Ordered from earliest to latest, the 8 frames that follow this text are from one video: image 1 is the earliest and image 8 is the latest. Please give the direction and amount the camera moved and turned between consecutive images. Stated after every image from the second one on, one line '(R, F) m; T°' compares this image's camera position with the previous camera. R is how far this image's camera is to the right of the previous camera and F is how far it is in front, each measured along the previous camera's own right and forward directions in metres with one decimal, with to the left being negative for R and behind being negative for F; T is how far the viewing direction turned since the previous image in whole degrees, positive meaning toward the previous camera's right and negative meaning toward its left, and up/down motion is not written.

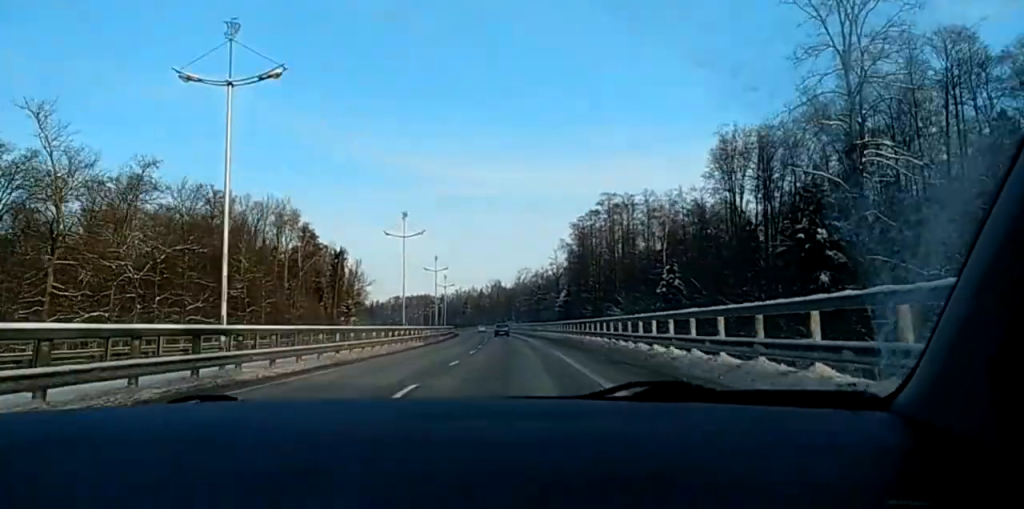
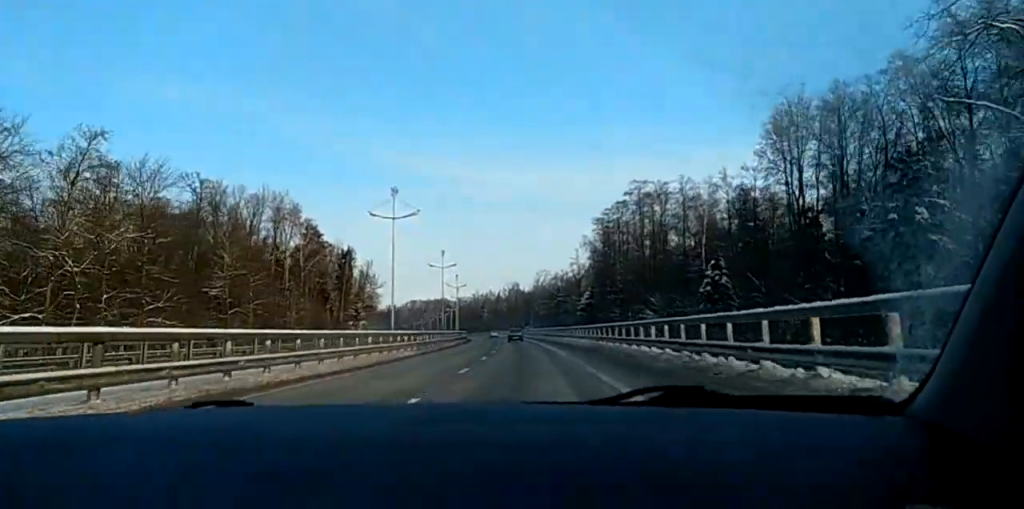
(-0.2, +14.5) m; -1°
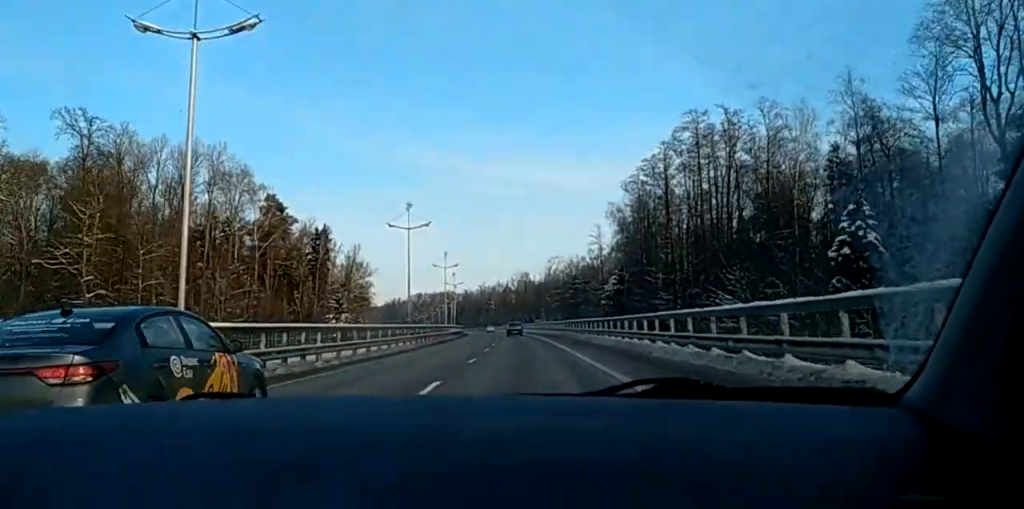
(-0.5, +34.4) m; -1°
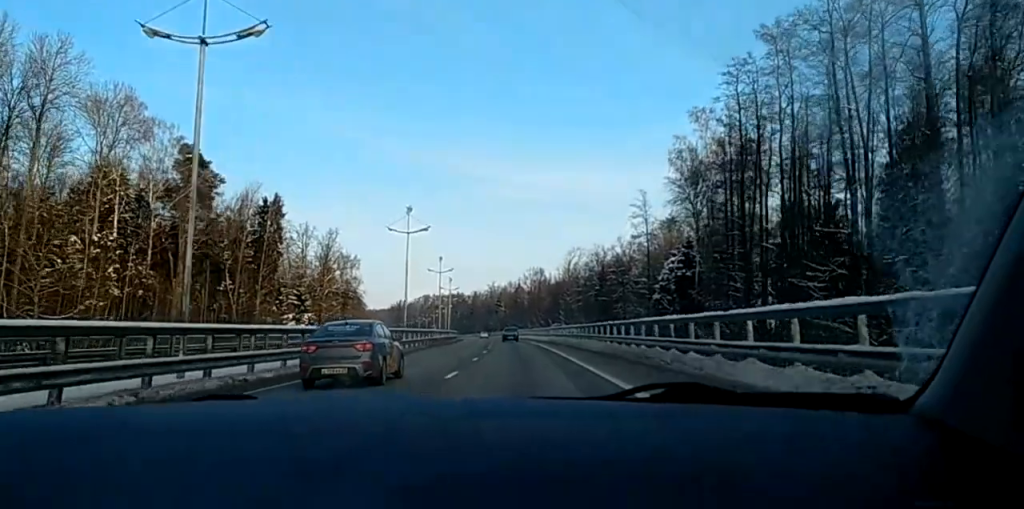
(0.0, +42.9) m; 0°
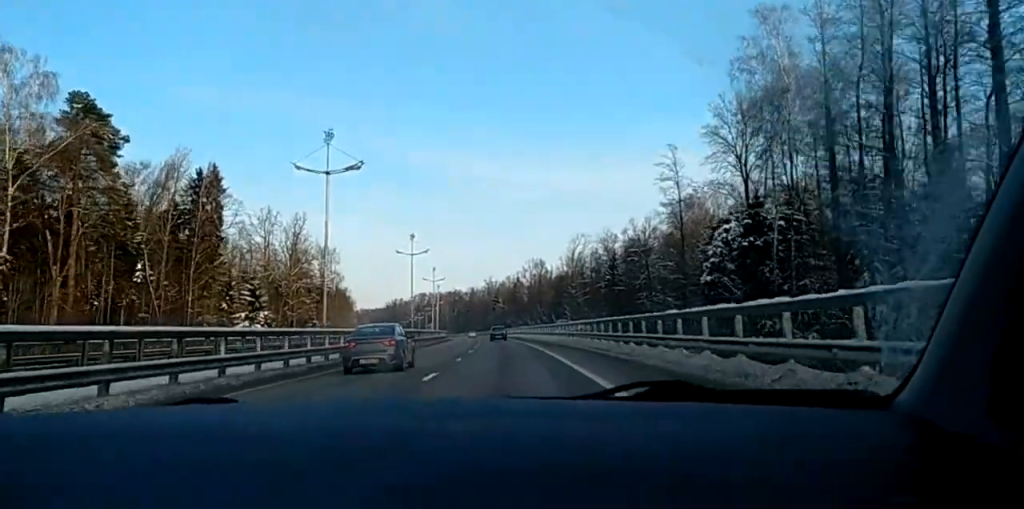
(0.0, +25.2) m; -1°
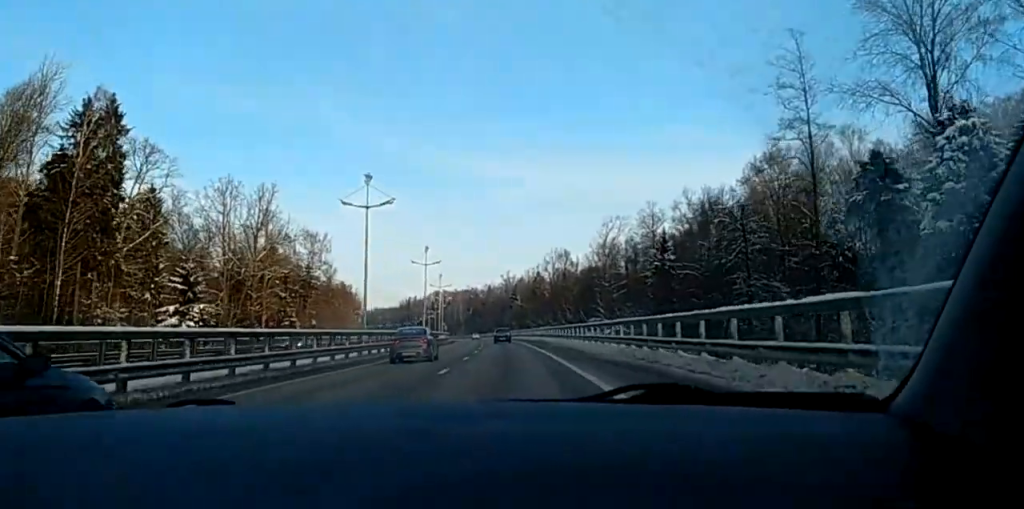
(-0.6, +33.4) m; -2°
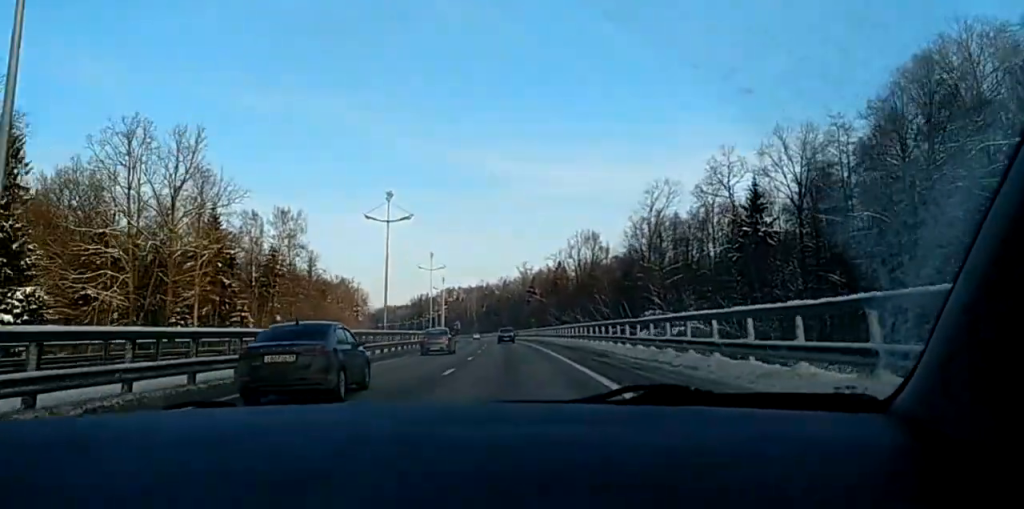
(-0.5, +37.0) m; -2°
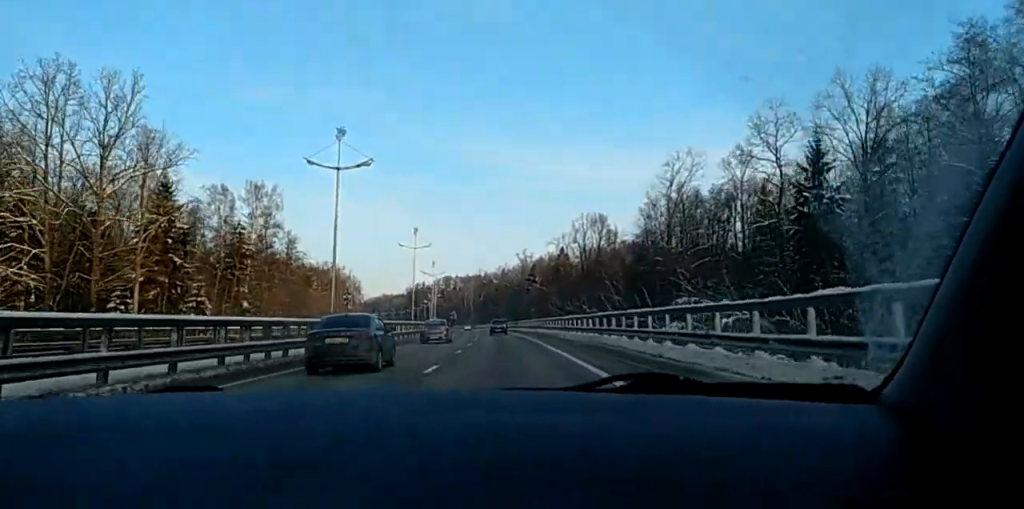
(-0.1, +15.7) m; -1°
